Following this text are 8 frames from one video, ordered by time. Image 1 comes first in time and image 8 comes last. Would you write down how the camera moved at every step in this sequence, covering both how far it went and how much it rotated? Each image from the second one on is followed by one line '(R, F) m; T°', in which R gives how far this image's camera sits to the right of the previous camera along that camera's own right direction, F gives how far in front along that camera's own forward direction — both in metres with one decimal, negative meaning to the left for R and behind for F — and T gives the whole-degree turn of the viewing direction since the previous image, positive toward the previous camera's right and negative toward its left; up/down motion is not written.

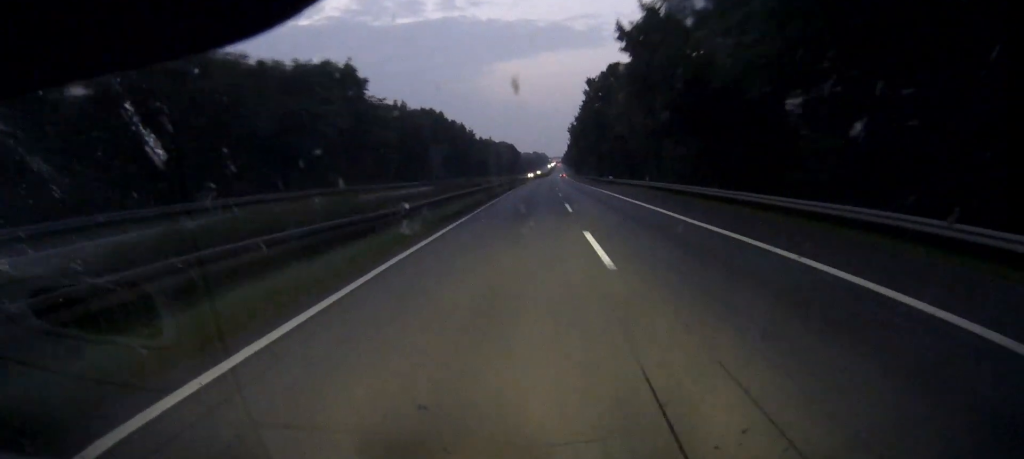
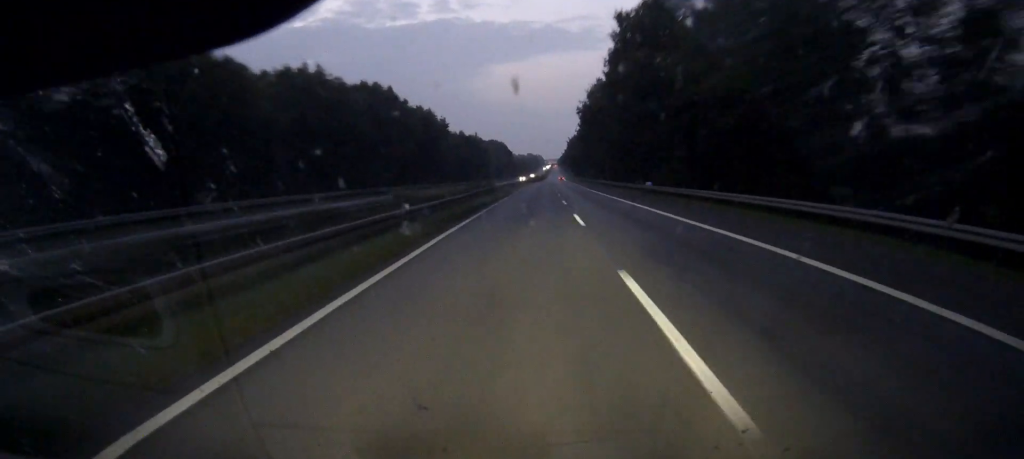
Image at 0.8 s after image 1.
(+0.2, +43.4) m; 0°
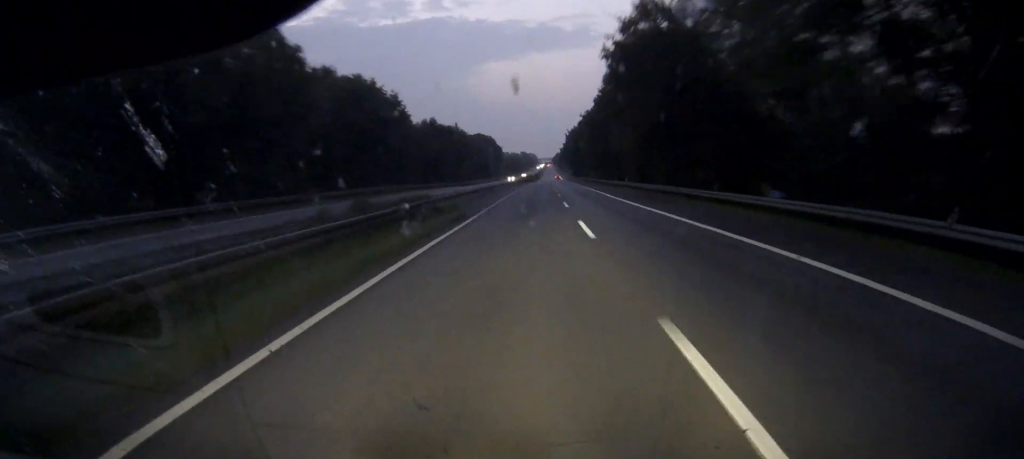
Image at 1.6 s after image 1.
(+0.2, +40.2) m; 0°
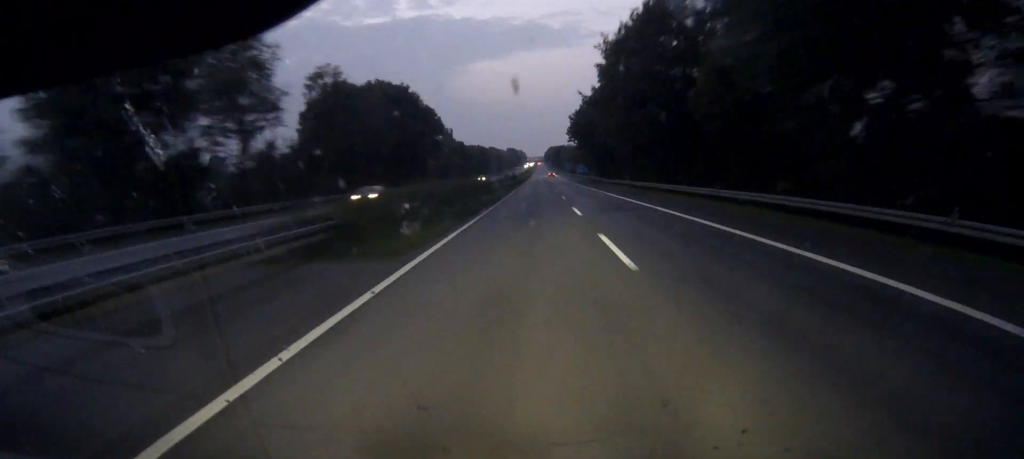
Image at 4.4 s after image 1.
(+1.1, +150.7) m; +1°
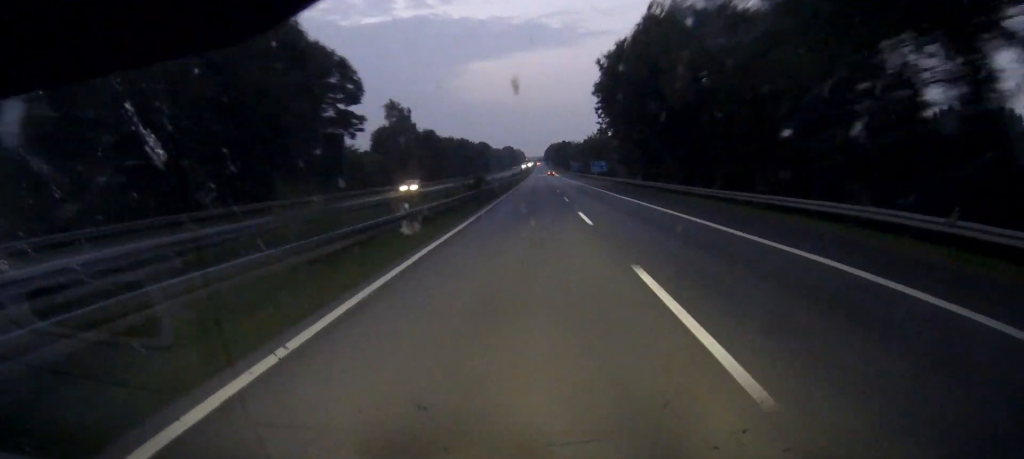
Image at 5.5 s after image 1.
(0.0, +59.4) m; 0°
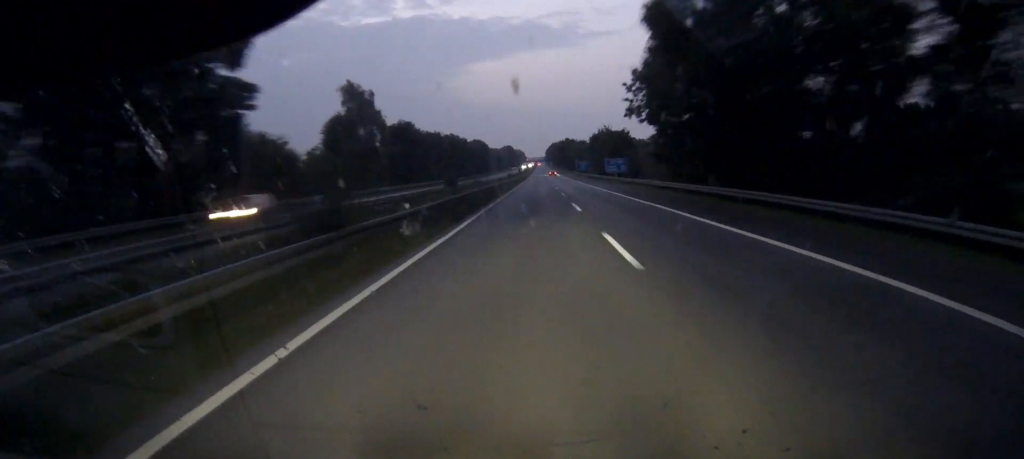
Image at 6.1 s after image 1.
(0.0, +28.8) m; 0°
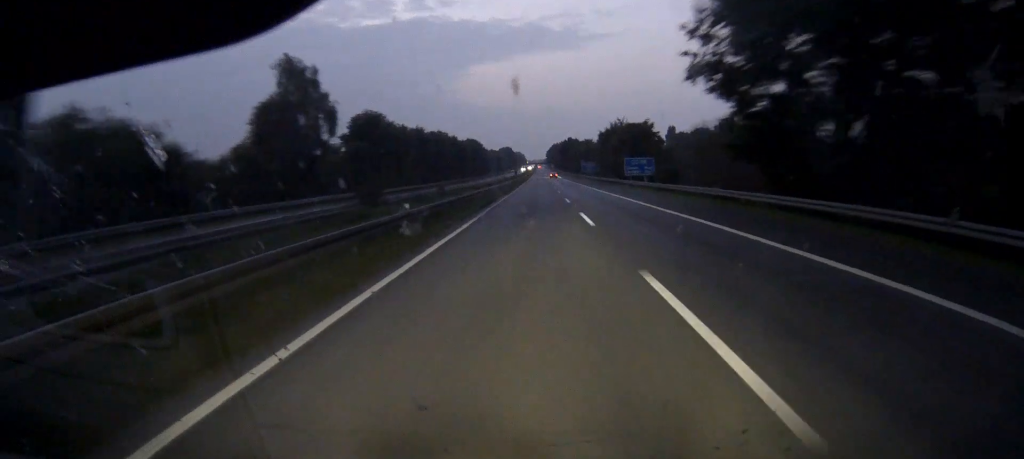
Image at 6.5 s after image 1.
(0.0, +25.4) m; 0°
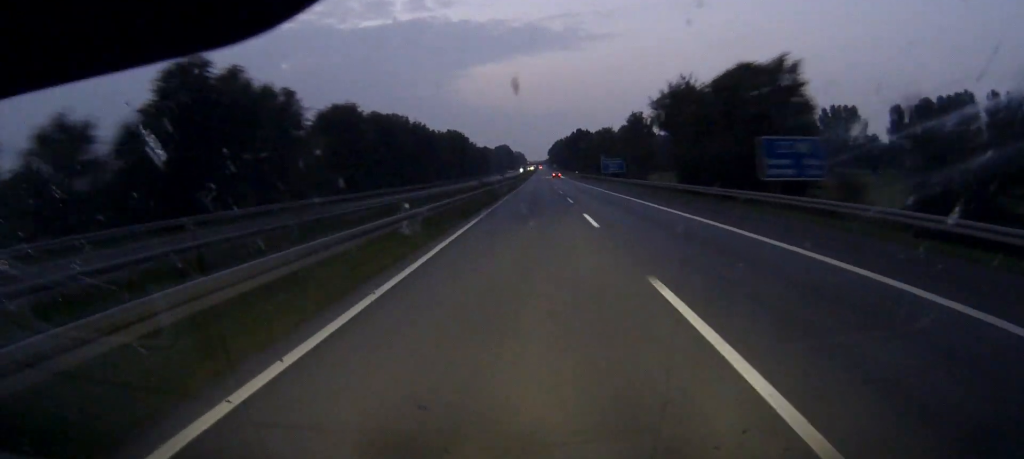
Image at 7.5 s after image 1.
(0.0, +54.5) m; 0°
